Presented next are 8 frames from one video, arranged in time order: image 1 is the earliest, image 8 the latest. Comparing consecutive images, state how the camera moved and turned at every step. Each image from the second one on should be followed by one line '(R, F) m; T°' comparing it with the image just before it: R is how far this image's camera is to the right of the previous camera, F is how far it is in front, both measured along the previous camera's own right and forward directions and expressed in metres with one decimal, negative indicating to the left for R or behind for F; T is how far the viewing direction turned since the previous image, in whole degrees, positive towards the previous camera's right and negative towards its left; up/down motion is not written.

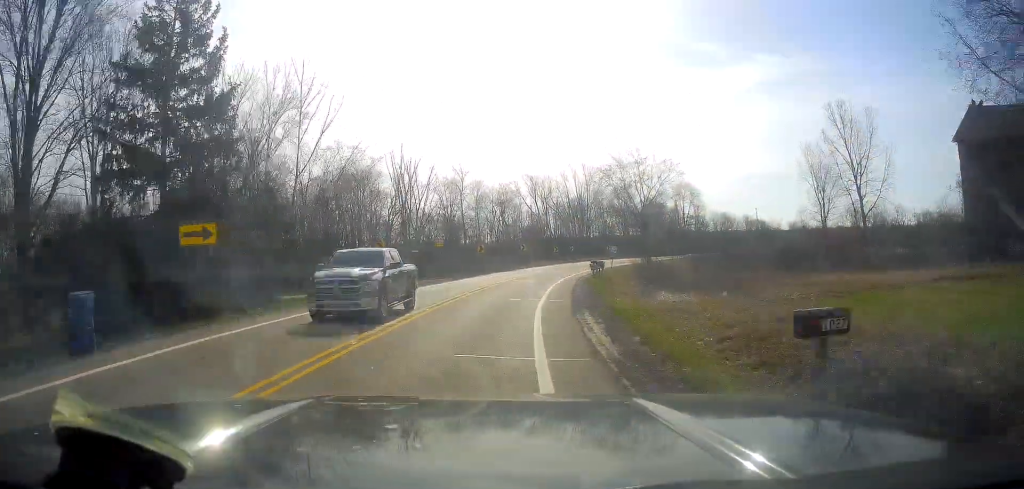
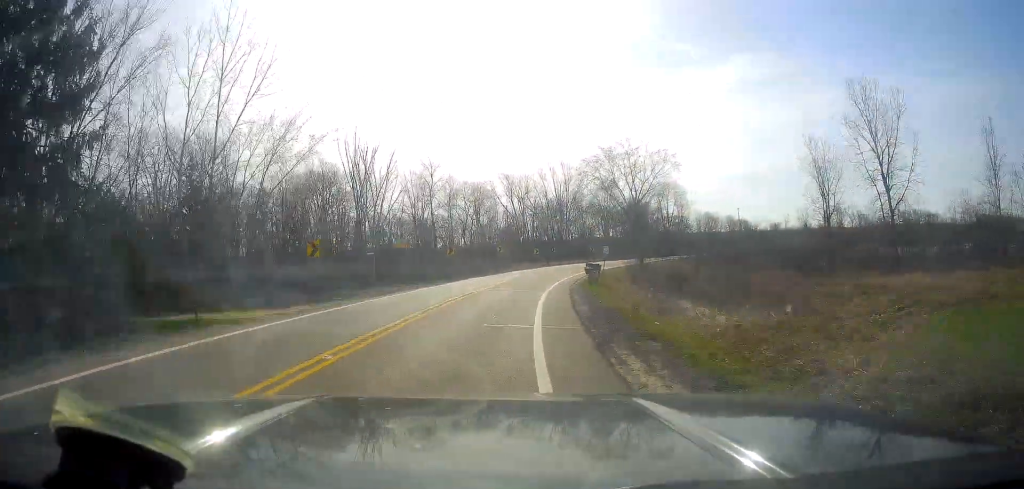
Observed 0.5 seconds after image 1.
(+0.2, +9.2) m; +3°
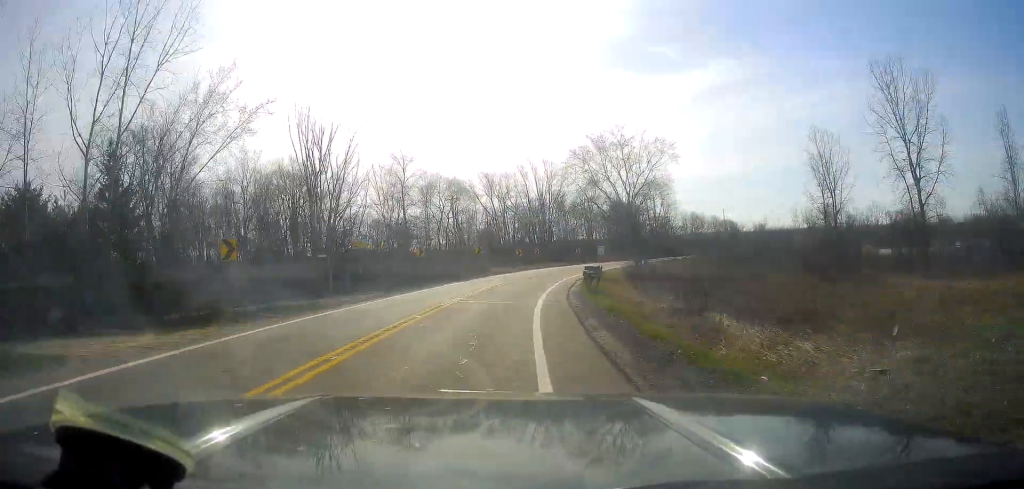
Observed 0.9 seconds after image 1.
(-0.2, +7.4) m; +2°
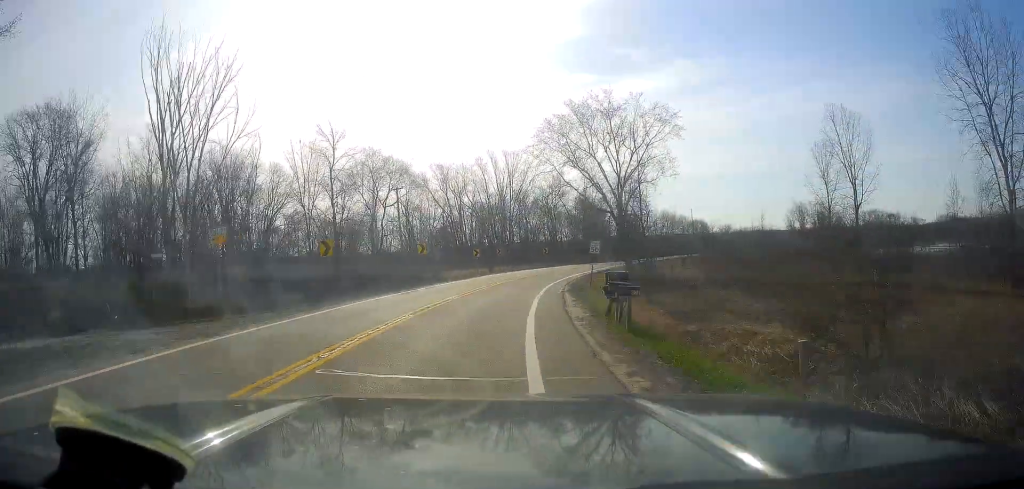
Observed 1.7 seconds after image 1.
(+0.9, +15.1) m; +4°
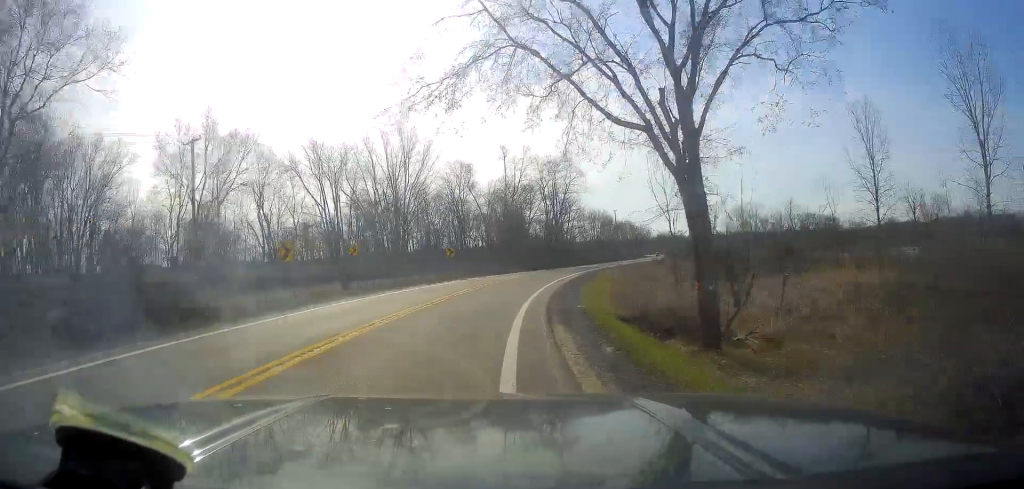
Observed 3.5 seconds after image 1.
(+2.5, +34.6) m; +10°
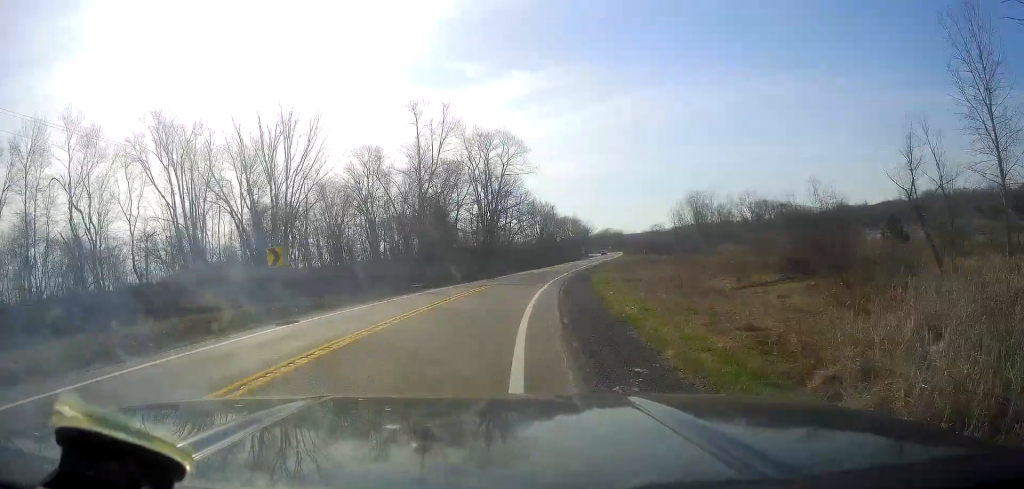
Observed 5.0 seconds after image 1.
(+2.5, +28.9) m; +8°
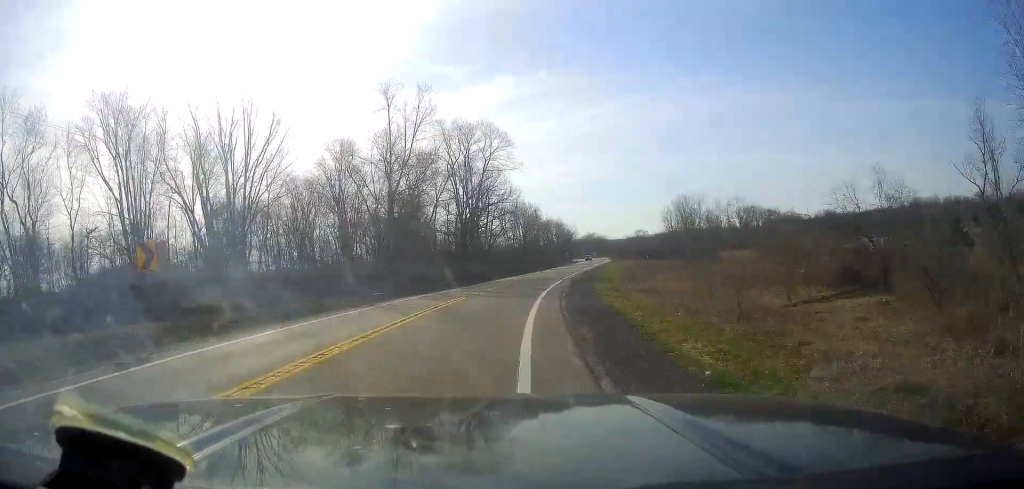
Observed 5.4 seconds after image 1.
(+0.1, +8.2) m; +2°
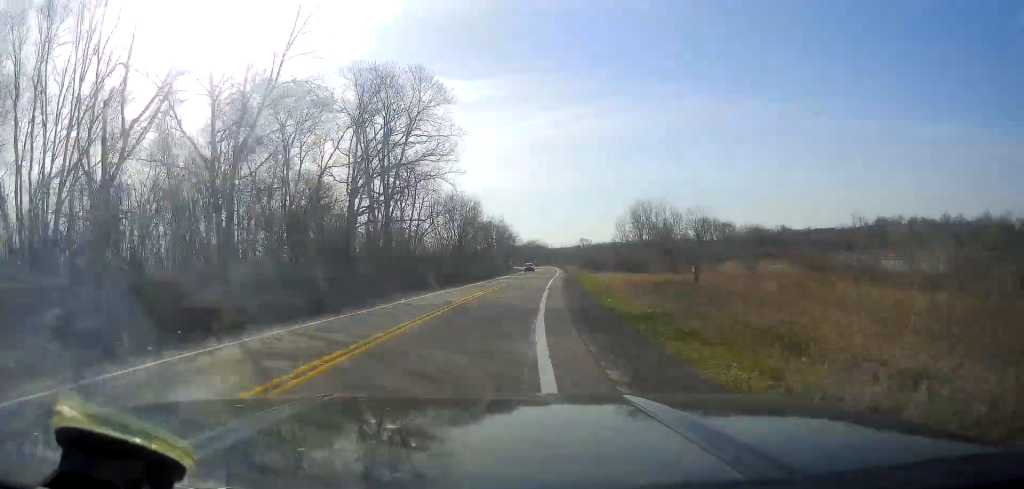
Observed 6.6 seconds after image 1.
(+1.1, +24.7) m; +6°
